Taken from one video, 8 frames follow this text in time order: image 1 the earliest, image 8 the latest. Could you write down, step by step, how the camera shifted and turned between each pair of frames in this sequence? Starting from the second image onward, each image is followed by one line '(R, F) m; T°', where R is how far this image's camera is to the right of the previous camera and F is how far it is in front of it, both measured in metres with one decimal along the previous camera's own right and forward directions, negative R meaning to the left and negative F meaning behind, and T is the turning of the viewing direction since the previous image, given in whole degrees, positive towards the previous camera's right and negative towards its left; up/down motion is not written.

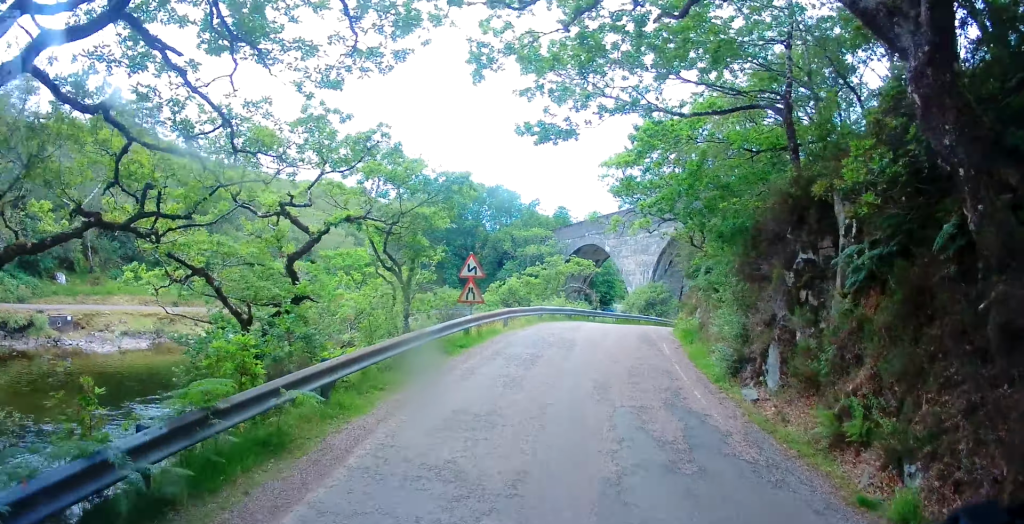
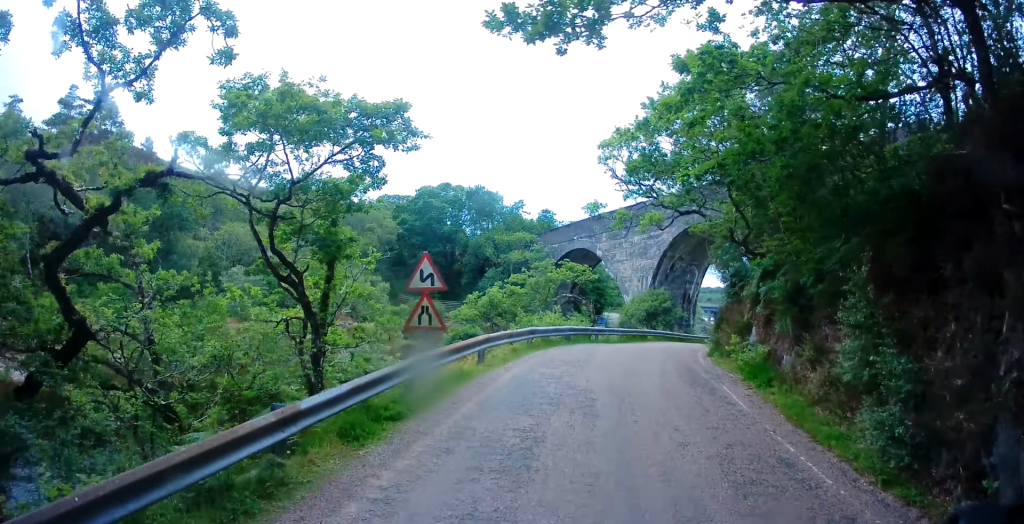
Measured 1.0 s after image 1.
(-0.5, +6.2) m; +2°
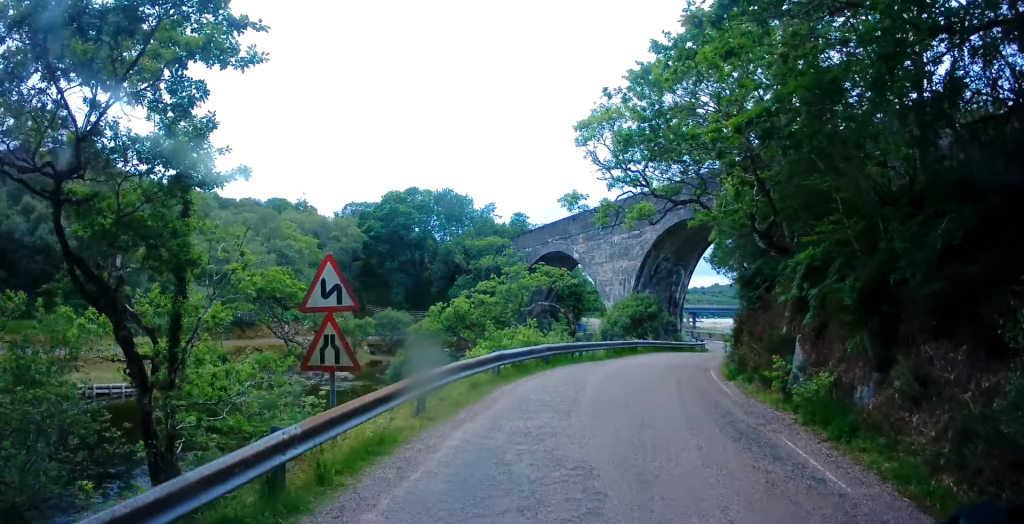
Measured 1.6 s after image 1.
(+0.4, +3.9) m; +6°
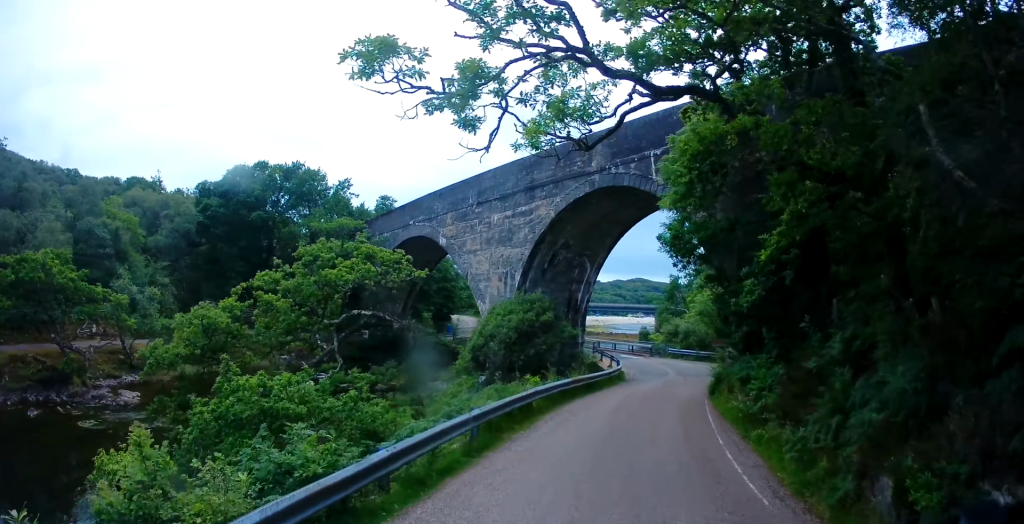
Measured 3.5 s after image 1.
(+1.9, +11.9) m; +16°
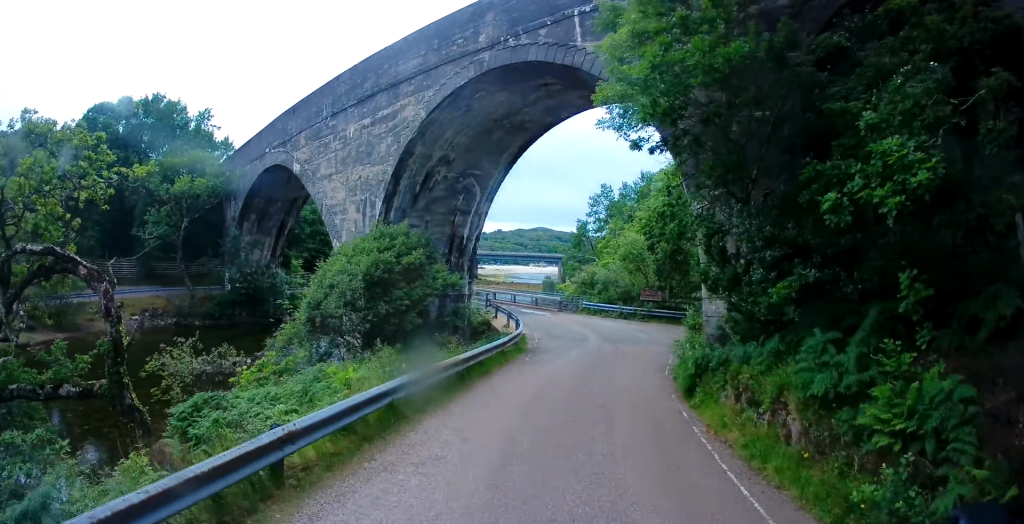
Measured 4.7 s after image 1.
(+0.4, +8.4) m; +5°
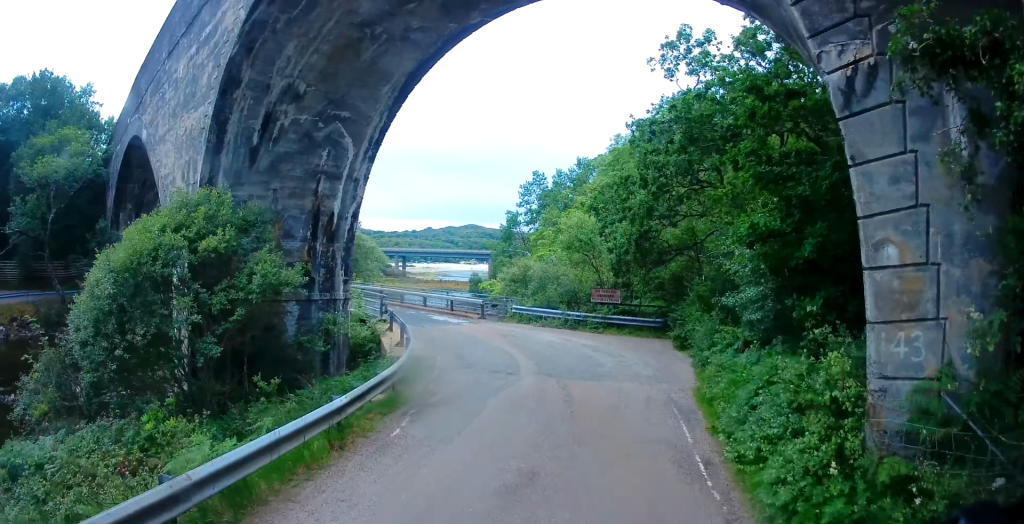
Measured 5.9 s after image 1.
(+0.2, +8.2) m; +11°
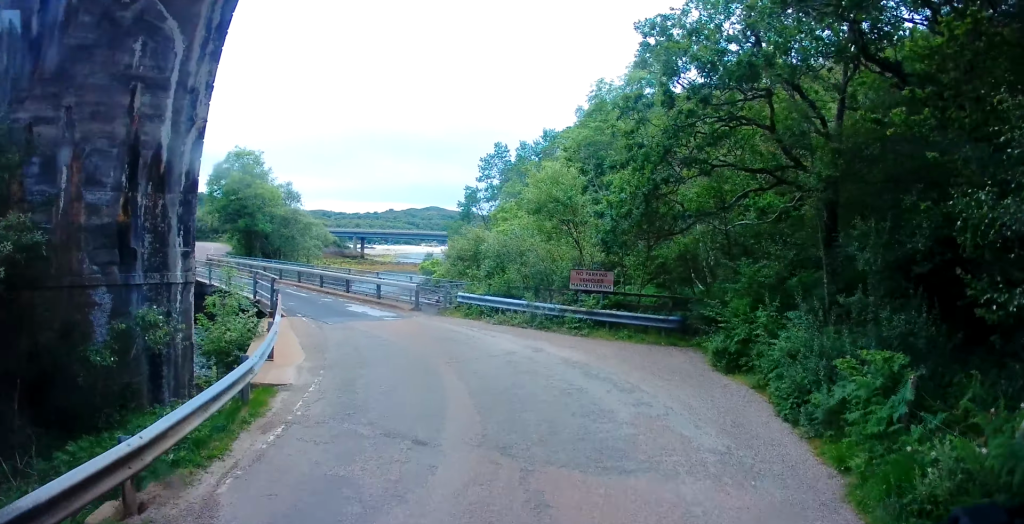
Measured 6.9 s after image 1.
(+1.1, +6.8) m; +7°
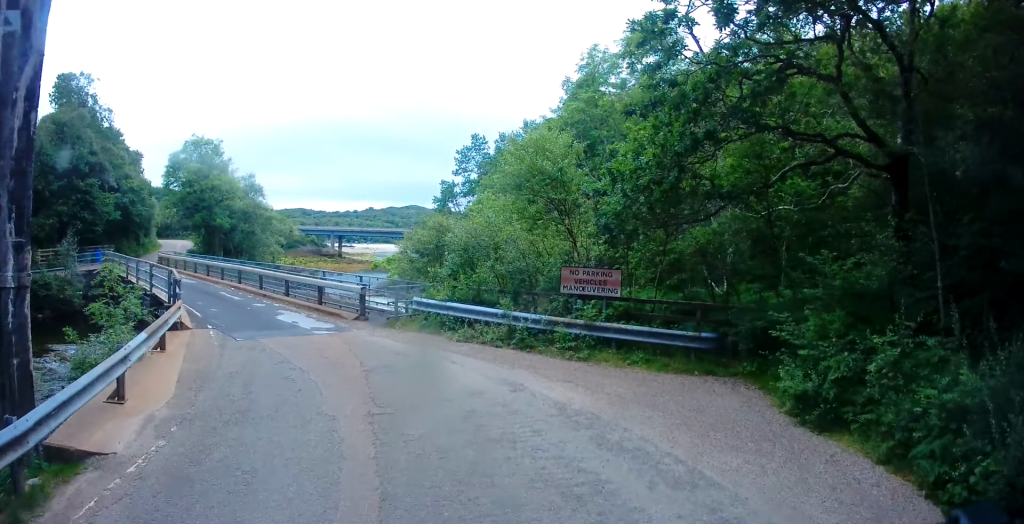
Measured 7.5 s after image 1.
(-0.1, +4.4) m; -1°
